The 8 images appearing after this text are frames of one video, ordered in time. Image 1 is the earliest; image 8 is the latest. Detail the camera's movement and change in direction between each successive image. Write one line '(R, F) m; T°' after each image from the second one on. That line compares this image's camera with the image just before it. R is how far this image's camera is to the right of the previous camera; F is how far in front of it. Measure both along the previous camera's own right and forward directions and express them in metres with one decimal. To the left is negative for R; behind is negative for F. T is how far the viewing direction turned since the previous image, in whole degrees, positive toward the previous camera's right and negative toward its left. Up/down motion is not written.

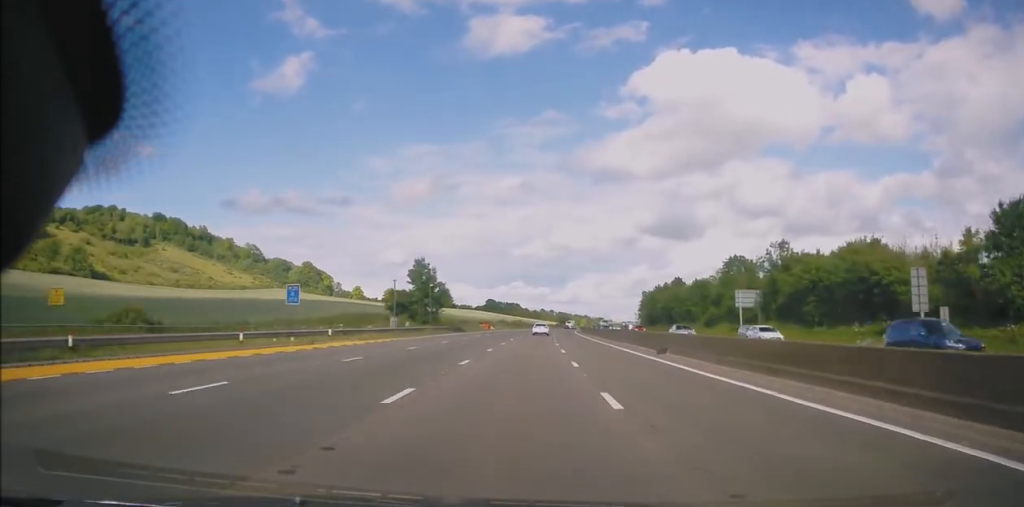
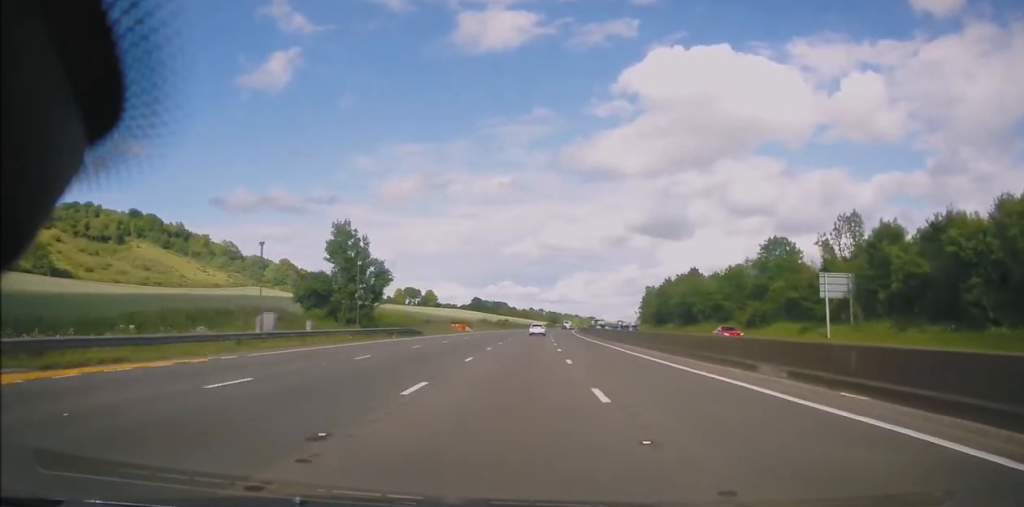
(0.0, +25.4) m; +1°
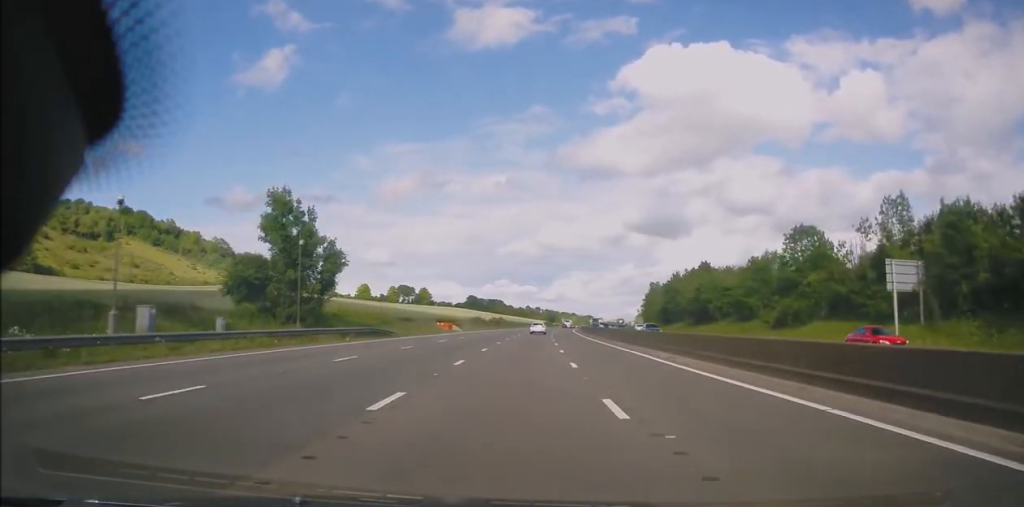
(+0.2, +11.3) m; +1°
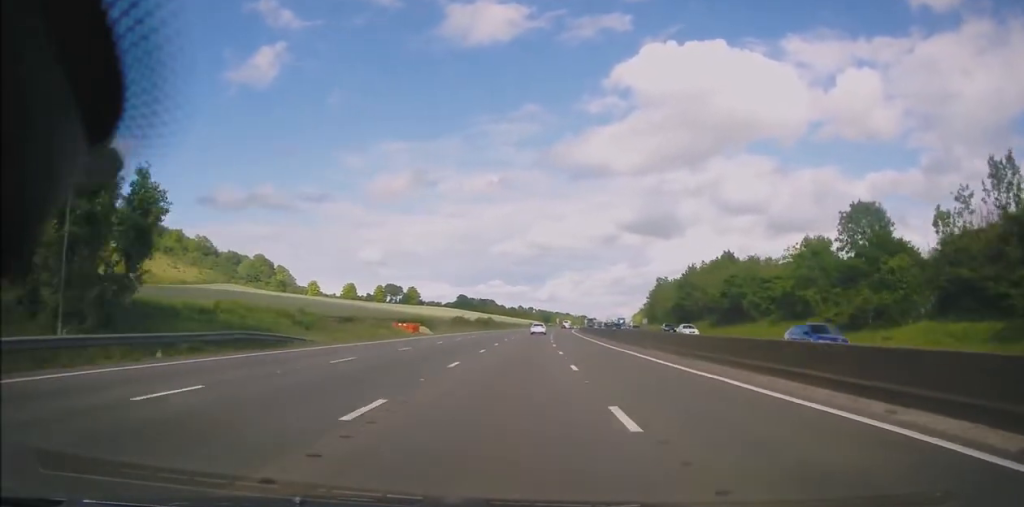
(+0.2, +18.9) m; +1°
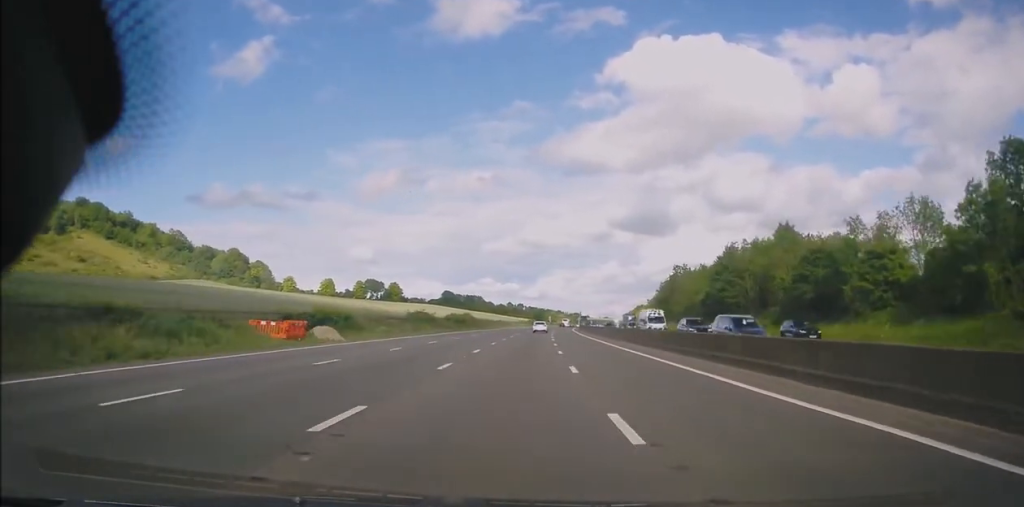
(+0.1, +28.7) m; 0°
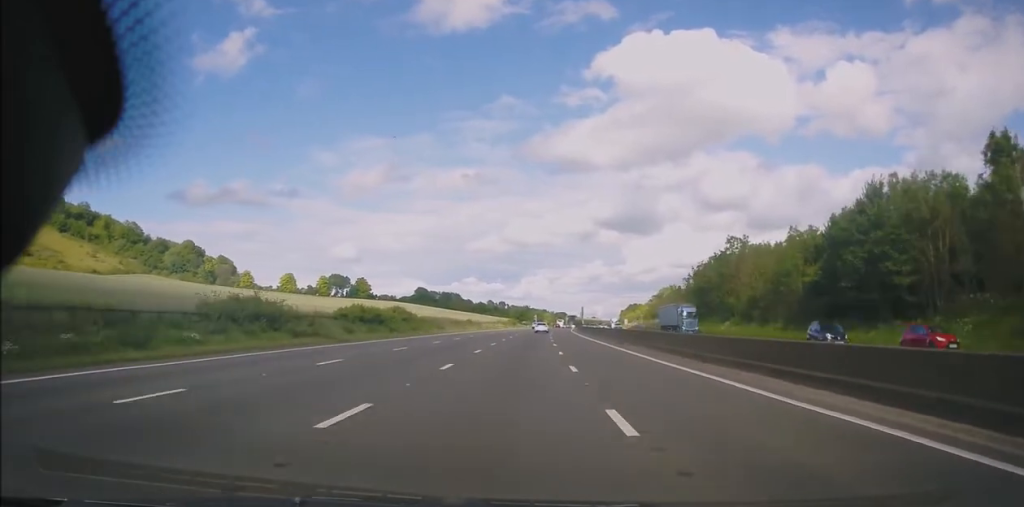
(+0.7, +44.7) m; +2°
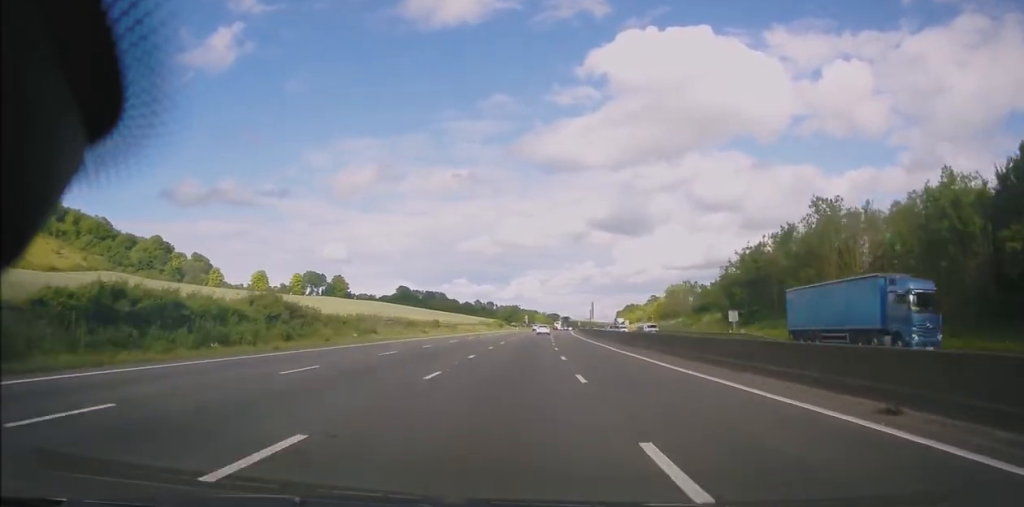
(+0.1, +29.5) m; 0°
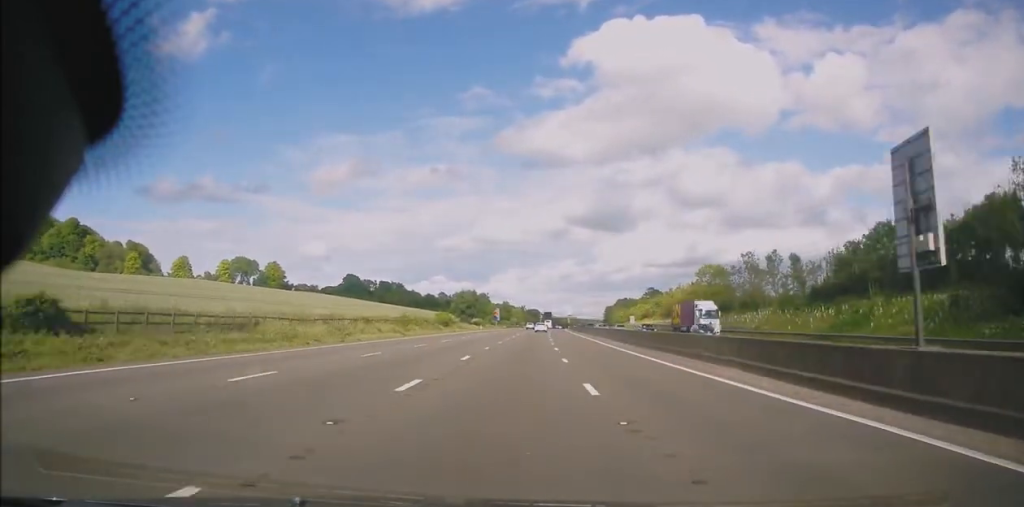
(+1.2, +65.6) m; +3°
